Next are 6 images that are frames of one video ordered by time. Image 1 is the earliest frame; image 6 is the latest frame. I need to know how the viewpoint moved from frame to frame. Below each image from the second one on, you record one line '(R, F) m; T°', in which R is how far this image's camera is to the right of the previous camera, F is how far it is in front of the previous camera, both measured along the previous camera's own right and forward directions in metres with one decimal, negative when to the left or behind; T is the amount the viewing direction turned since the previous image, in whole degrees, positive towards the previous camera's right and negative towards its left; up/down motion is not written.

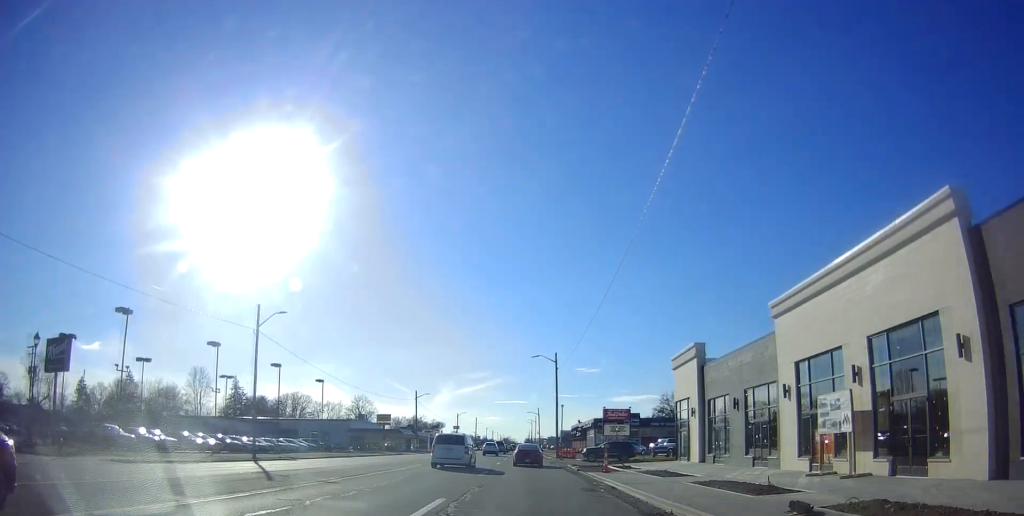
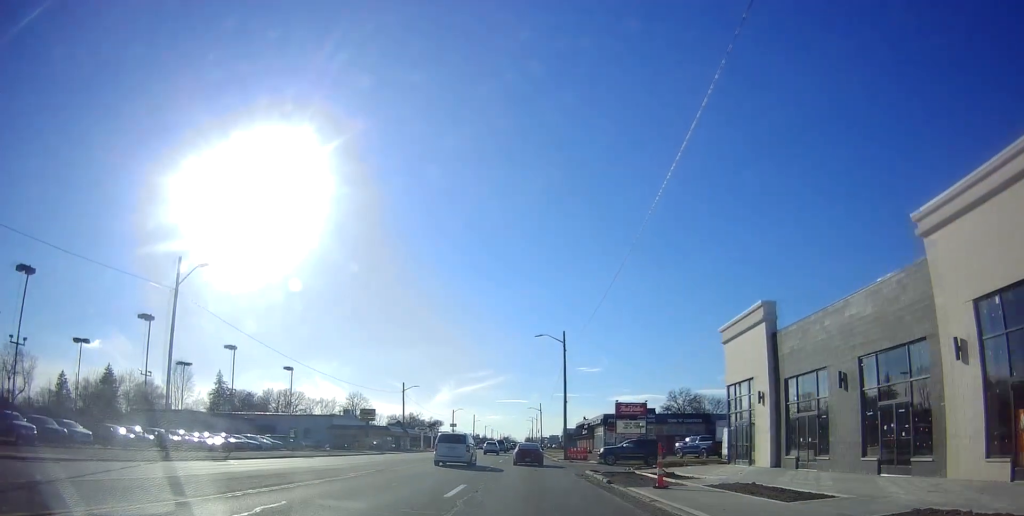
(0.0, +10.7) m; +1°
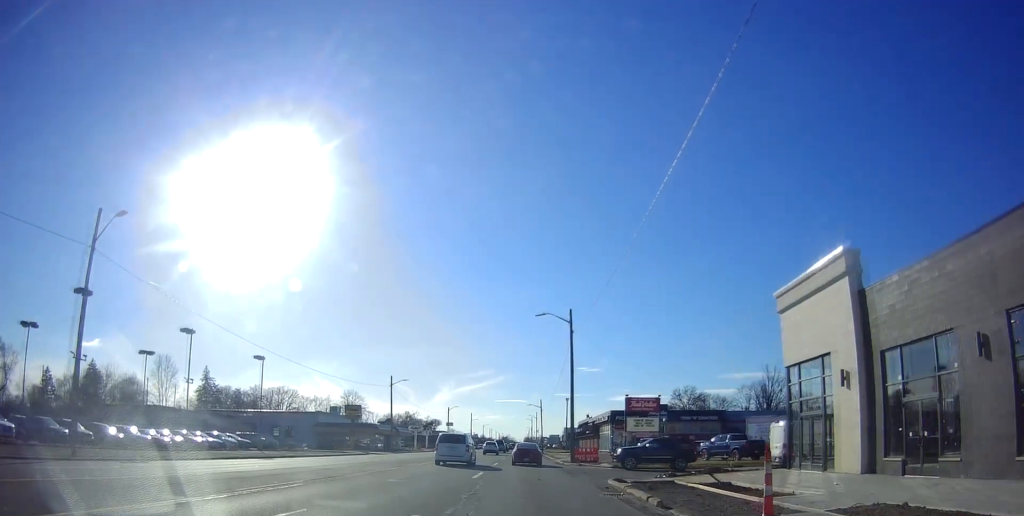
(+0.1, +7.3) m; 0°
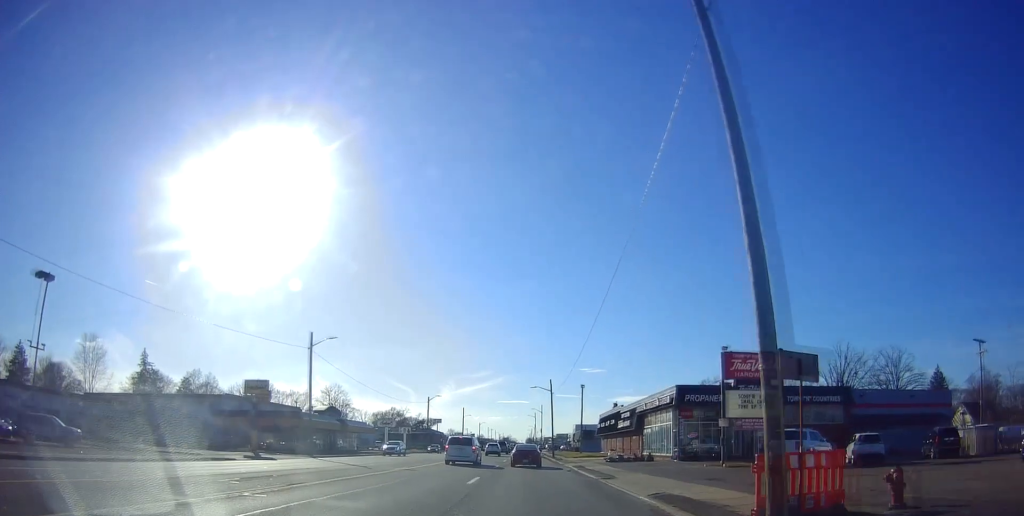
(-0.1, +29.0) m; -2°
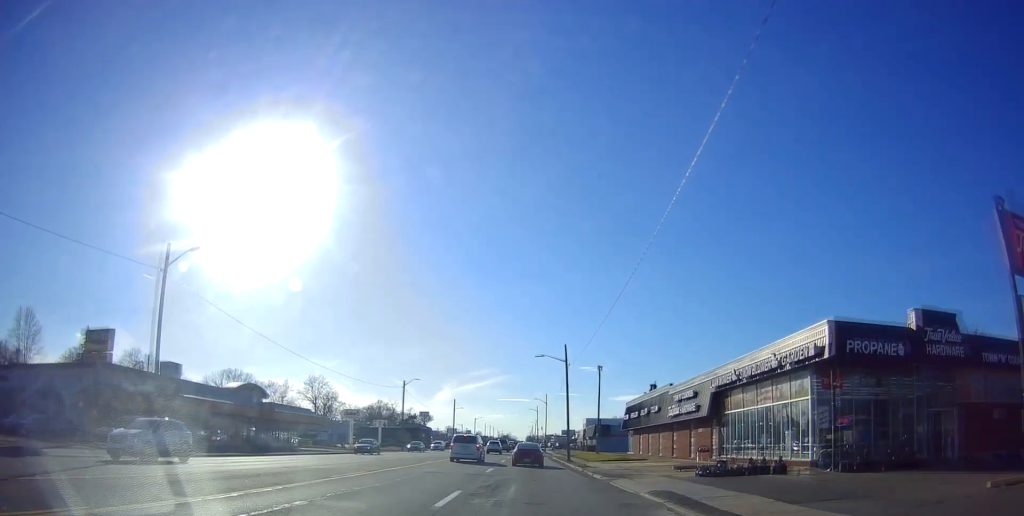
(-0.1, +21.8) m; 0°
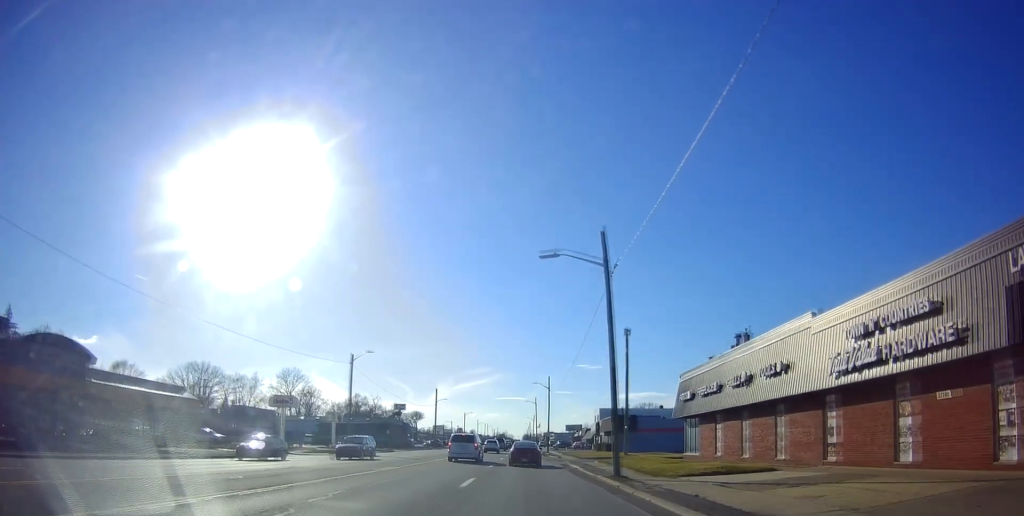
(0.0, +24.9) m; +1°
